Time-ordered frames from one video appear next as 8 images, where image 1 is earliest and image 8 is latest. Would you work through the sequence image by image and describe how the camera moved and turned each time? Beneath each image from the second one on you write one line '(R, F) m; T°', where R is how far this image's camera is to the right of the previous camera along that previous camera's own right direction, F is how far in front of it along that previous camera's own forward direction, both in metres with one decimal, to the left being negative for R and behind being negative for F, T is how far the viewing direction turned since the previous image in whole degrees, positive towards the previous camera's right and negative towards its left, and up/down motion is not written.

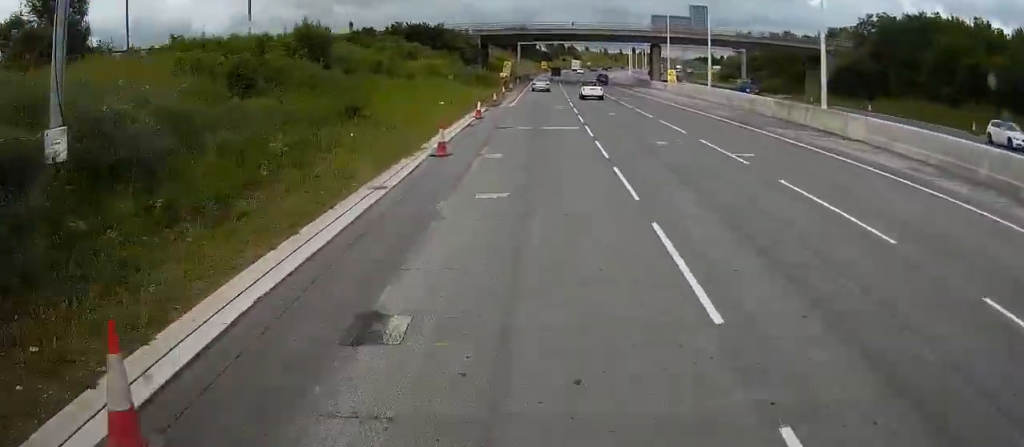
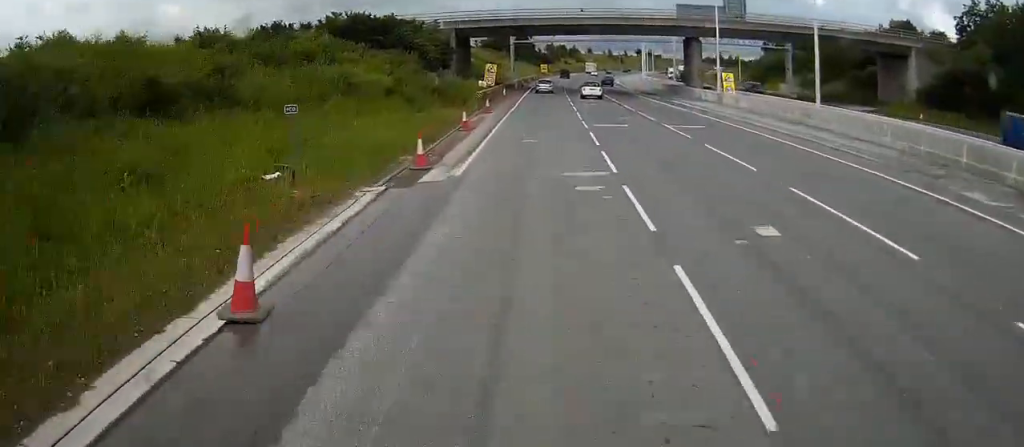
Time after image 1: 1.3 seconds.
(+2.3, +27.4) m; +6°
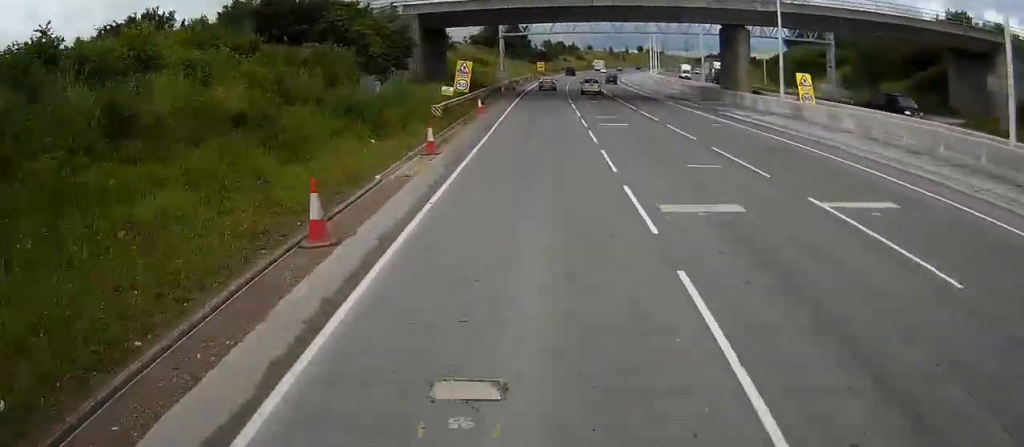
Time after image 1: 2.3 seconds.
(+0.2, +20.1) m; -1°
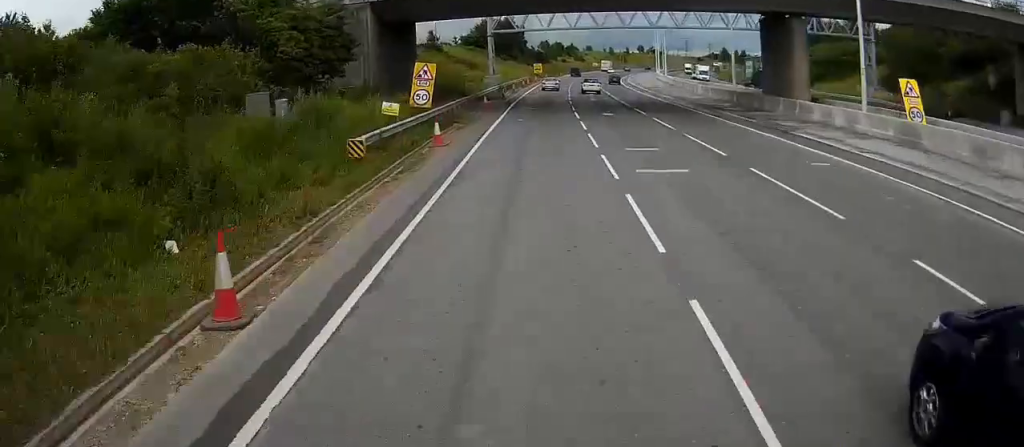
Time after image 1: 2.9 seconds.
(+0.1, +13.5) m; -2°
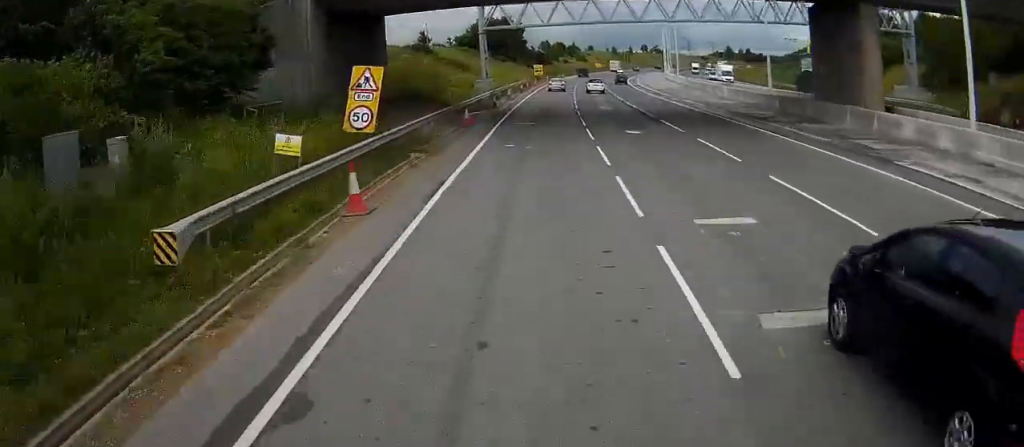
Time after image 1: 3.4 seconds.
(-0.4, +9.9) m; -1°
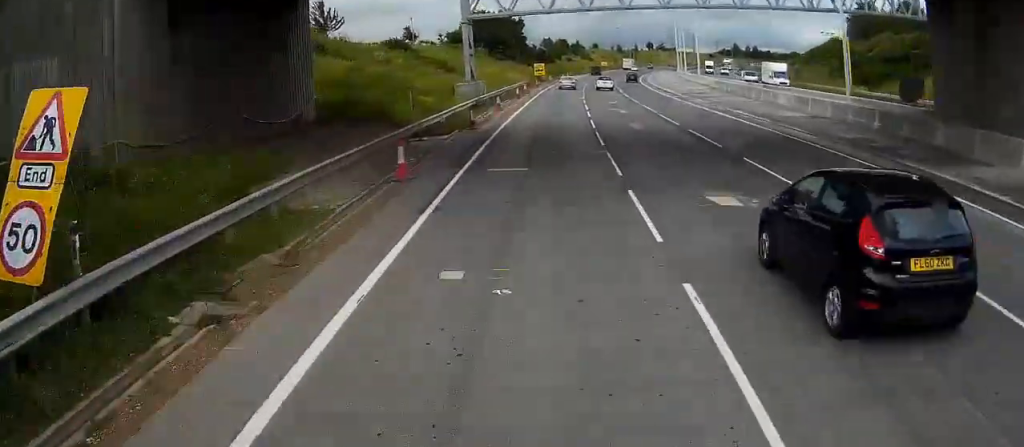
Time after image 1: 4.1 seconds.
(-0.3, +14.9) m; -1°
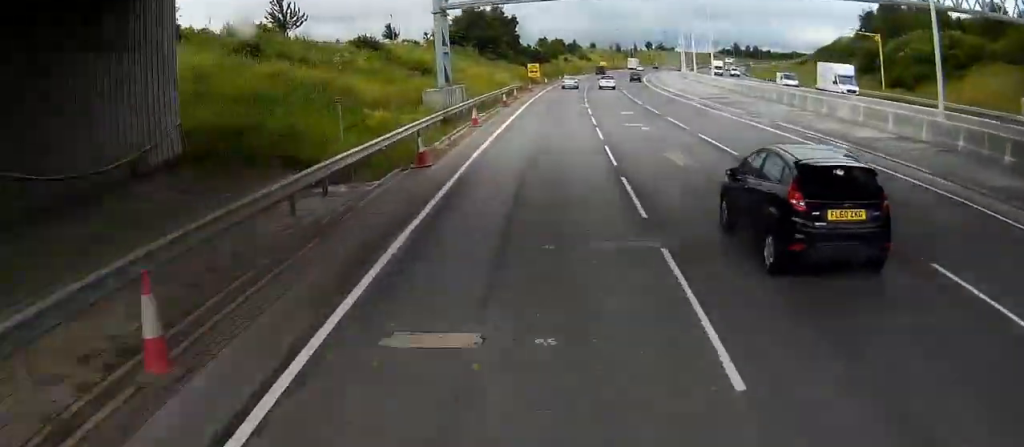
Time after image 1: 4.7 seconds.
(0.0, +10.7) m; 0°
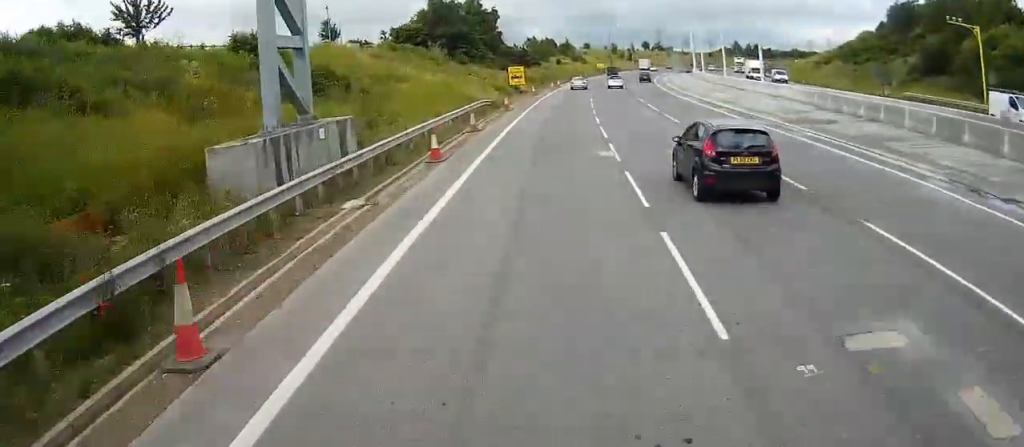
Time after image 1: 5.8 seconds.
(0.0, +24.2) m; 0°
